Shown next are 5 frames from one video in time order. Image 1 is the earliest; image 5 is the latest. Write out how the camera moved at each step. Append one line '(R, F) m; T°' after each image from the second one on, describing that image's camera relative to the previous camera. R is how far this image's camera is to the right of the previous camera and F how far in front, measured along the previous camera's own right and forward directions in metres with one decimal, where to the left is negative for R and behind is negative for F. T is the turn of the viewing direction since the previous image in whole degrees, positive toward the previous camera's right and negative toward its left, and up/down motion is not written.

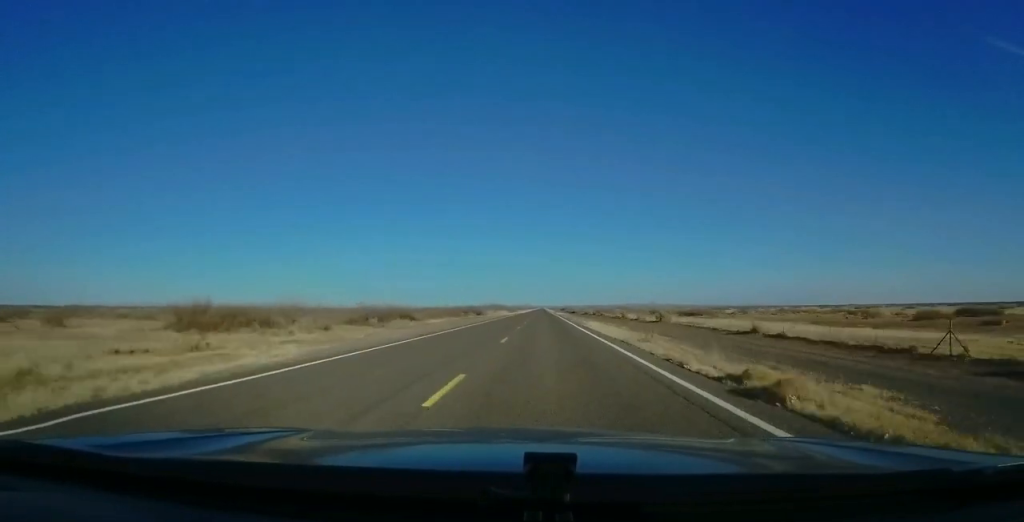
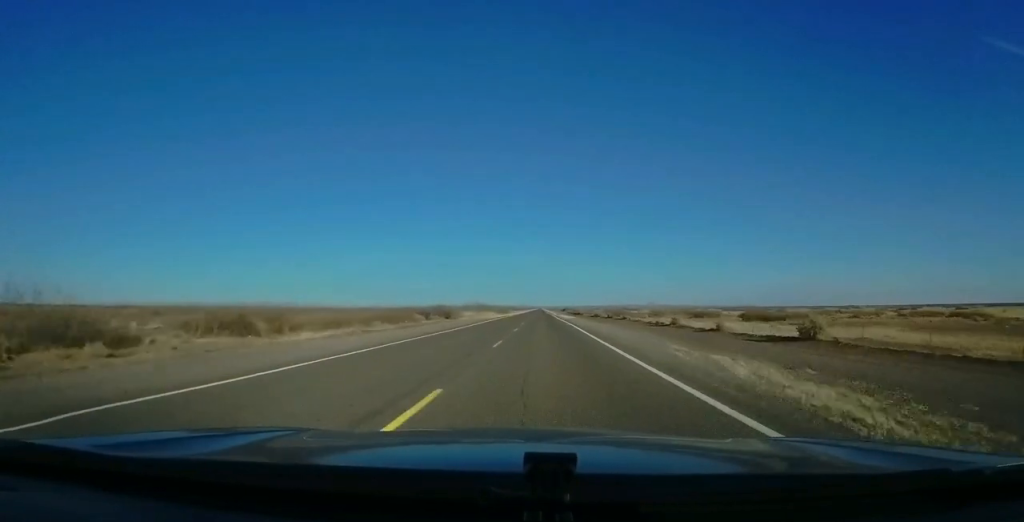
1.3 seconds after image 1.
(-0.7, +38.3) m; -1°
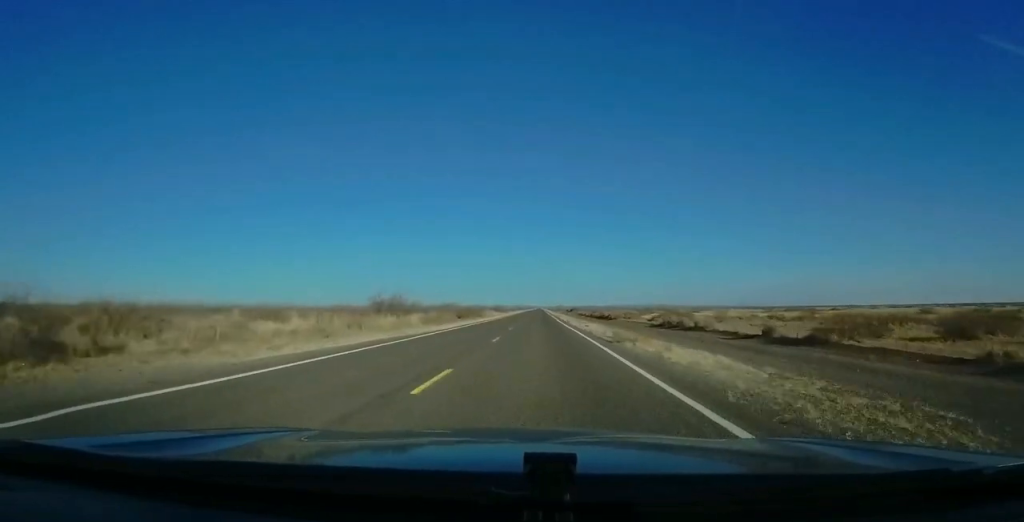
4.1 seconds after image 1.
(+1.0, +82.5) m; +1°
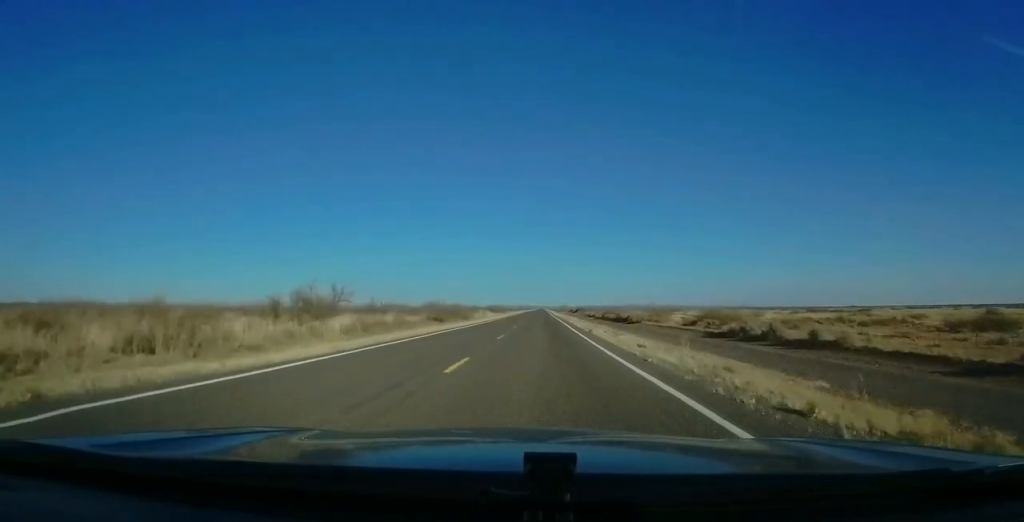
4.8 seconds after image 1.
(-0.3, +21.8) m; -1°
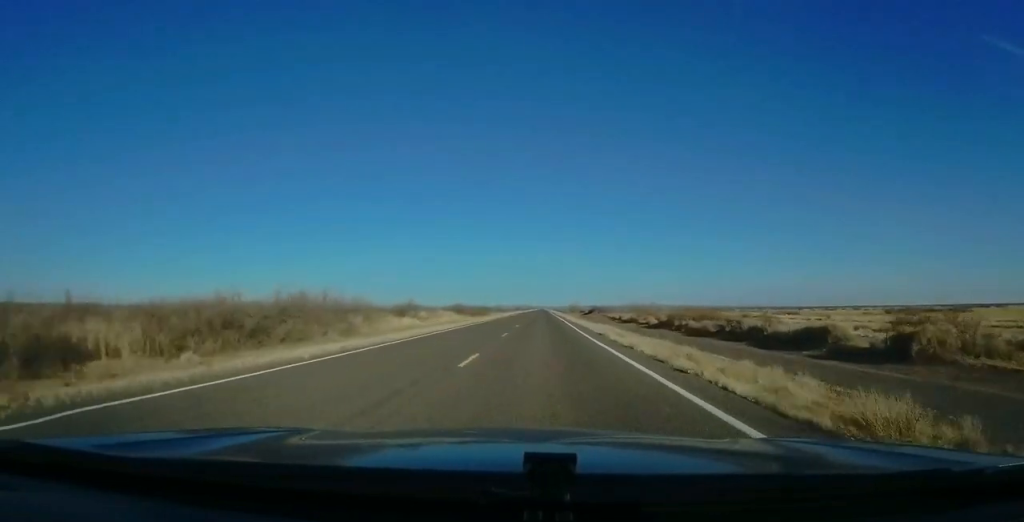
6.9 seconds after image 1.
(-0.1, +60.7) m; +1°
